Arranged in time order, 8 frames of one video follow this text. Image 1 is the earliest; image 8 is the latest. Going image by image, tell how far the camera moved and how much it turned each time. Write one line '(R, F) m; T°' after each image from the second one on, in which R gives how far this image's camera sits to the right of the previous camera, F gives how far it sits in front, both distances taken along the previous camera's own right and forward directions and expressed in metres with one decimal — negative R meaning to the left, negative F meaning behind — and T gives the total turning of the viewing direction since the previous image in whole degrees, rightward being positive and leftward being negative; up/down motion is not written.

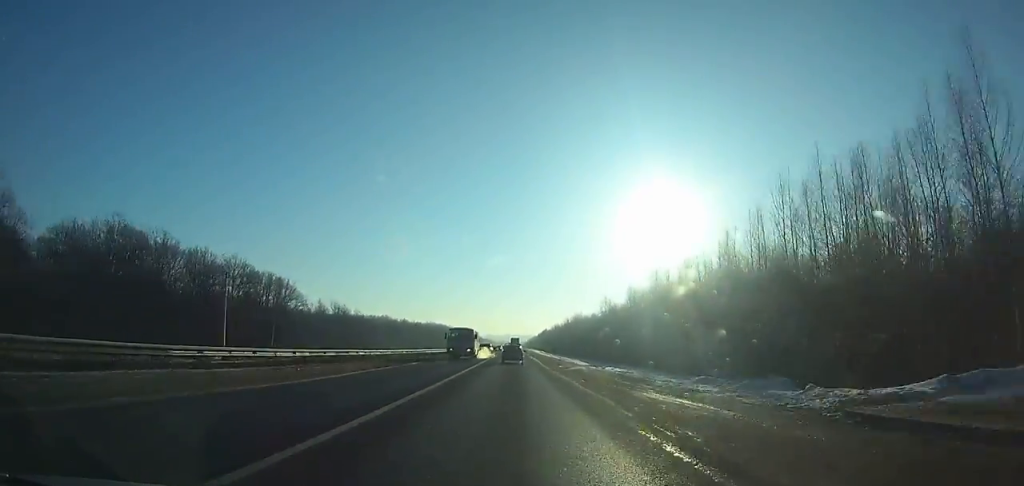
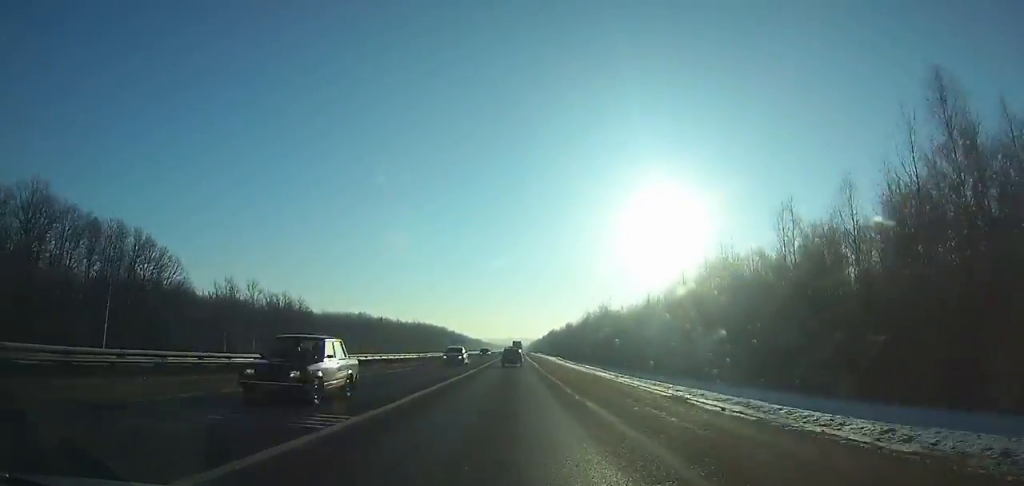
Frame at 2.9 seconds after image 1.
(-0.2, +60.4) m; 0°
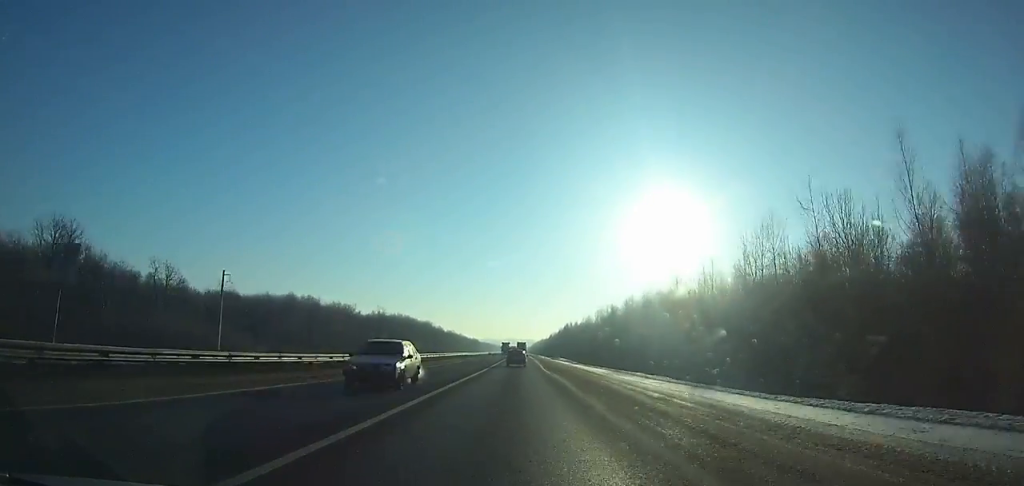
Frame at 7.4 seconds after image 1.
(-0.1, +93.4) m; 0°
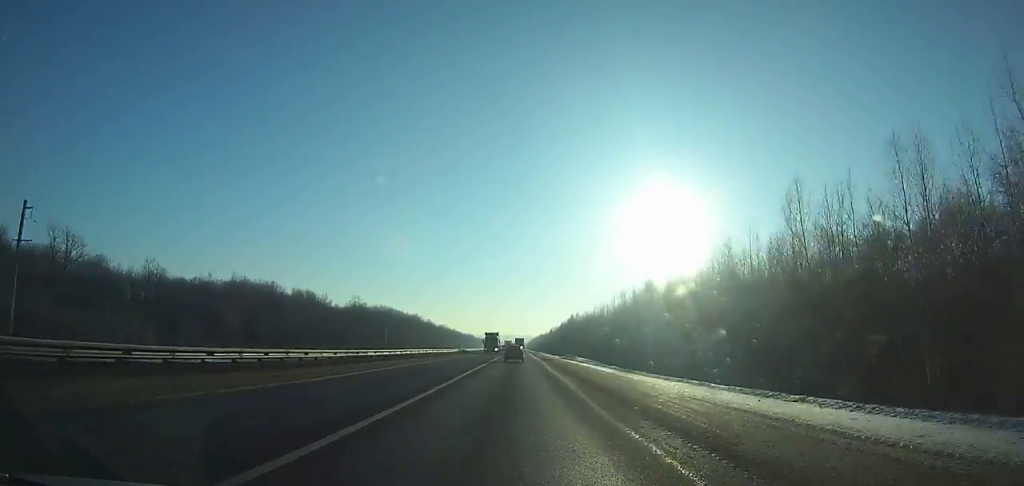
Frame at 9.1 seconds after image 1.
(+0.3, +35.5) m; 0°
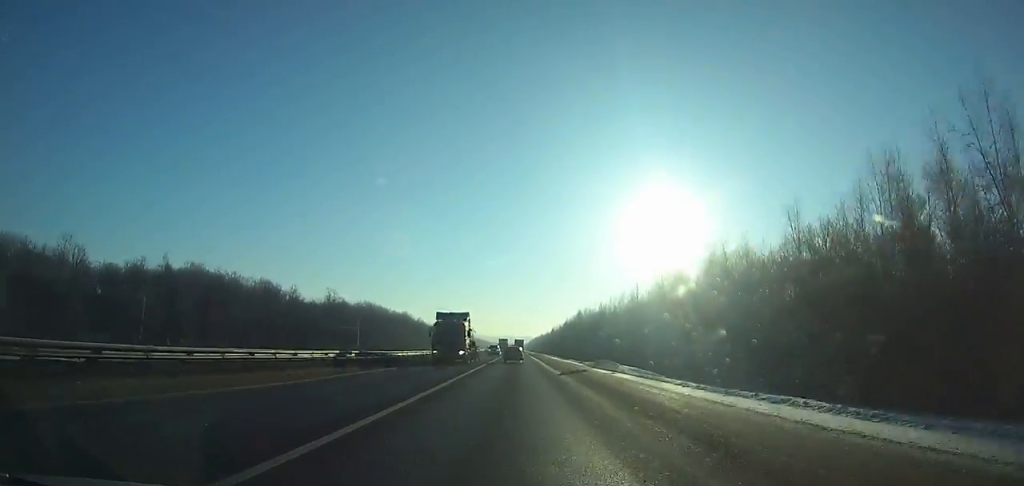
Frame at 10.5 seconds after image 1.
(+0.1, +29.4) m; 0°
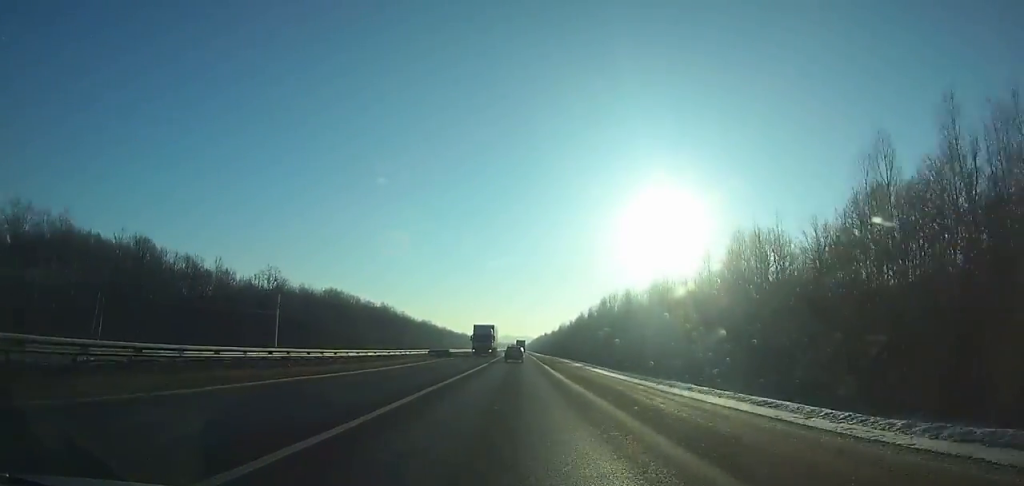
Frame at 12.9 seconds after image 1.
(-0.2, +50.9) m; 0°
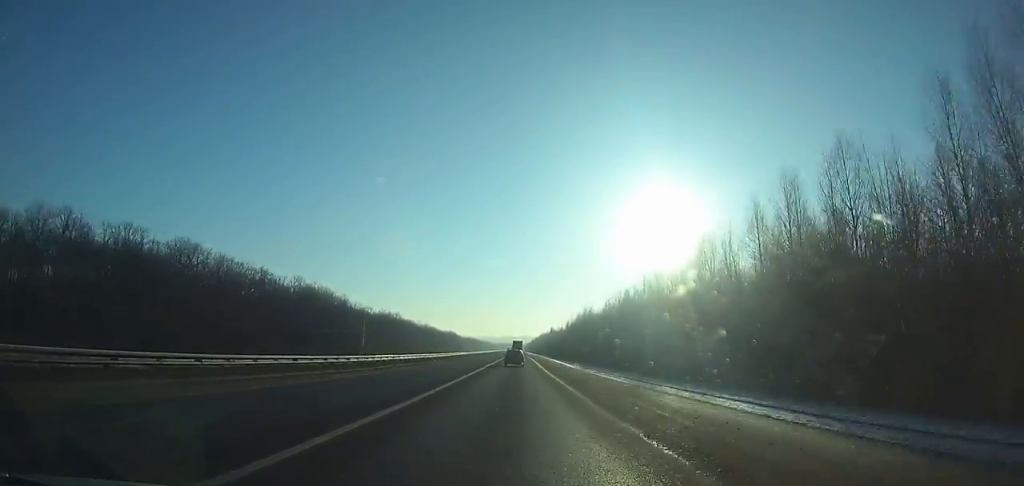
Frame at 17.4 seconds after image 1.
(0.0, +97.2) m; 0°
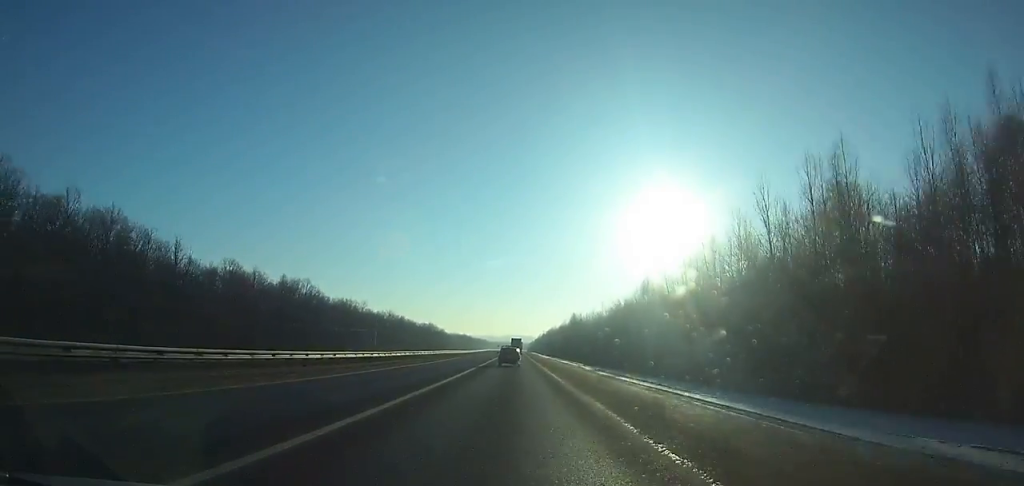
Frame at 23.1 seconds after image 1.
(-0.6, +124.2) m; -1°
